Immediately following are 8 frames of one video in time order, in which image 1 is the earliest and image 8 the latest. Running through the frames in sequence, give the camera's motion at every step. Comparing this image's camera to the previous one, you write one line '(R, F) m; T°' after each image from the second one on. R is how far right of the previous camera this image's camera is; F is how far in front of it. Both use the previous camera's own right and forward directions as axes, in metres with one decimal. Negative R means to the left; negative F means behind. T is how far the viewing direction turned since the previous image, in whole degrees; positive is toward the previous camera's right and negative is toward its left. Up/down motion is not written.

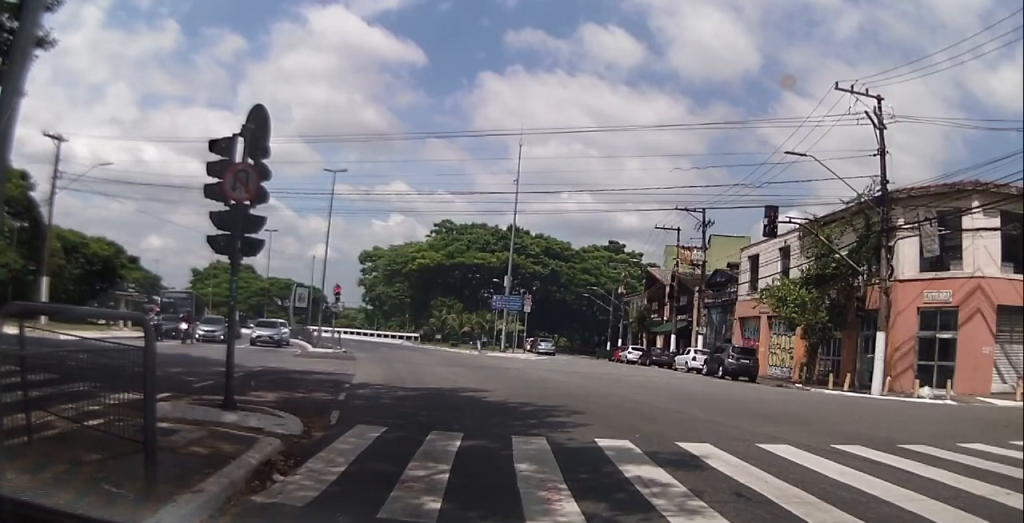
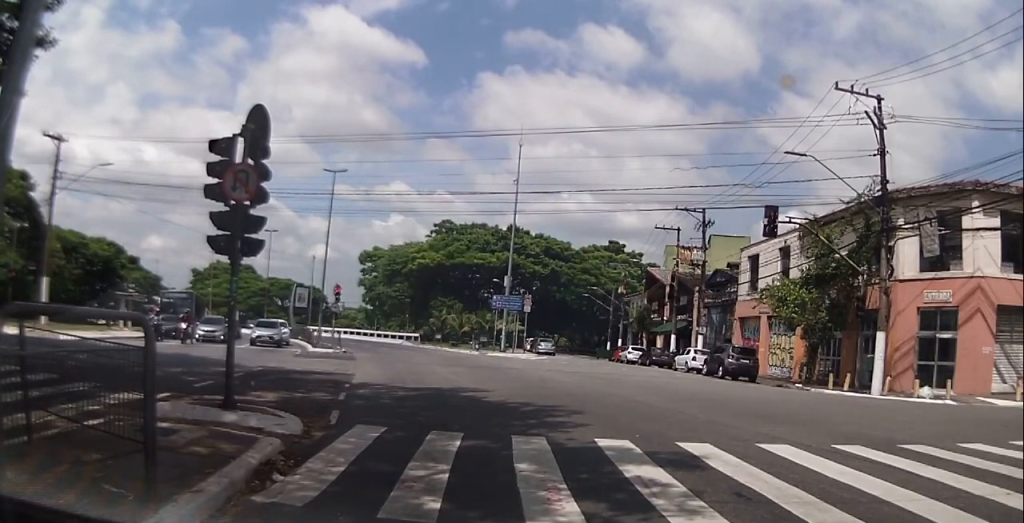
(0.0, 0.0) m; 0°
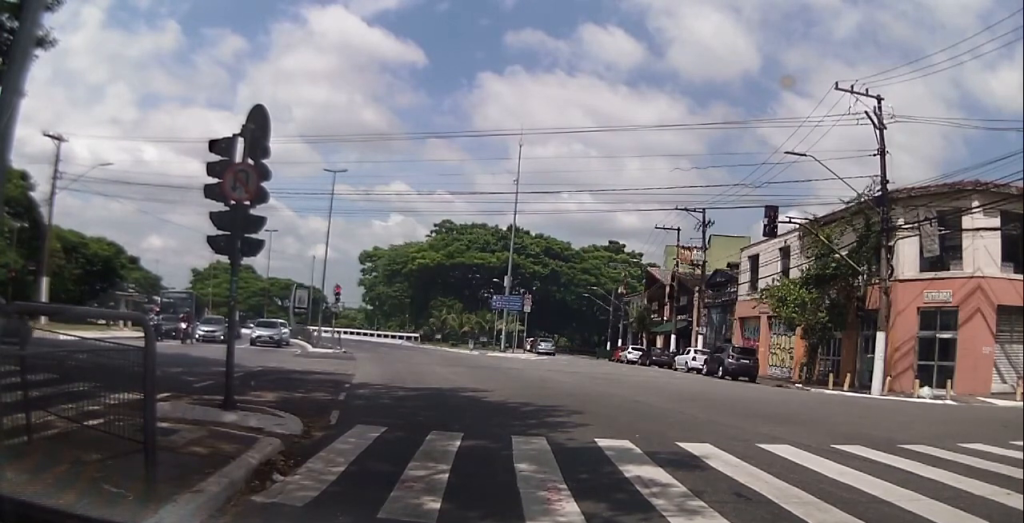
(0.0, 0.0) m; 0°
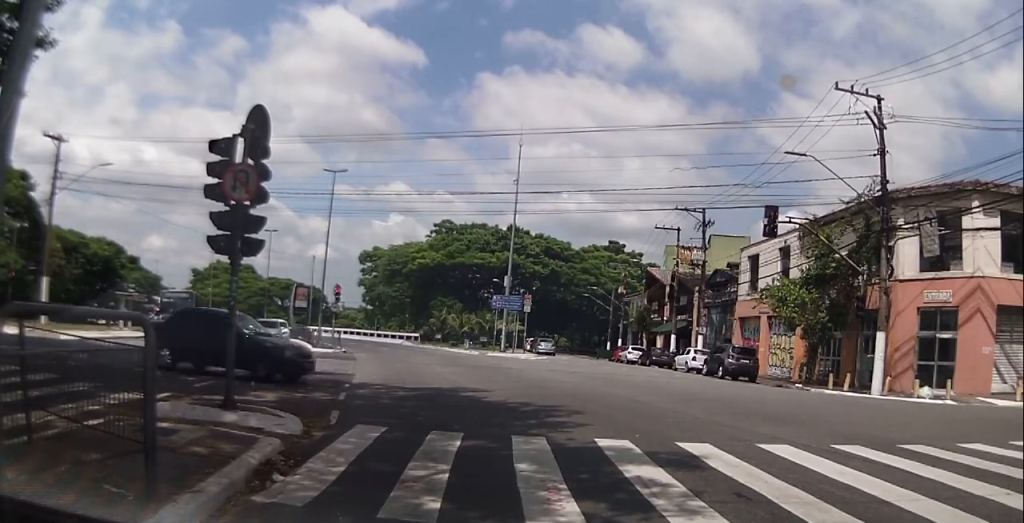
(0.0, 0.0) m; 0°
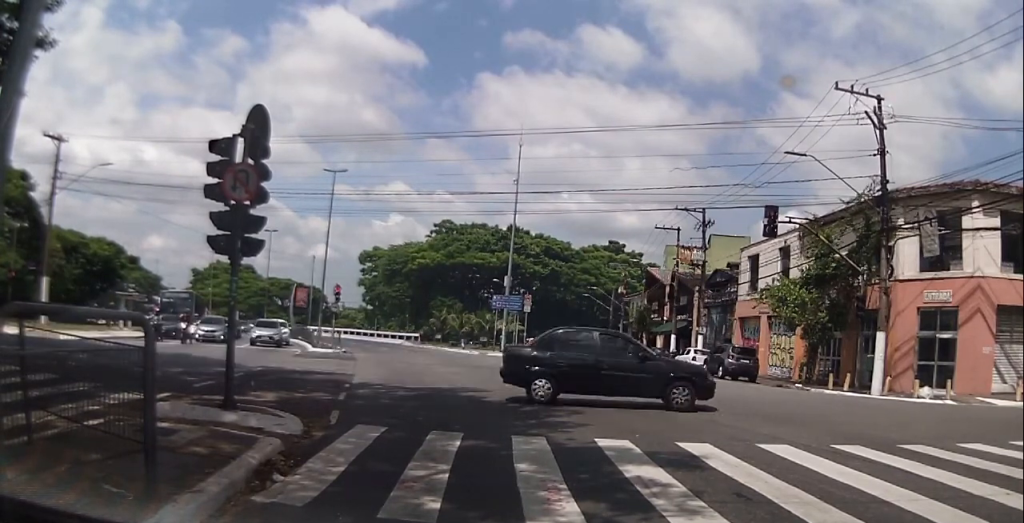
(0.0, 0.0) m; 0°
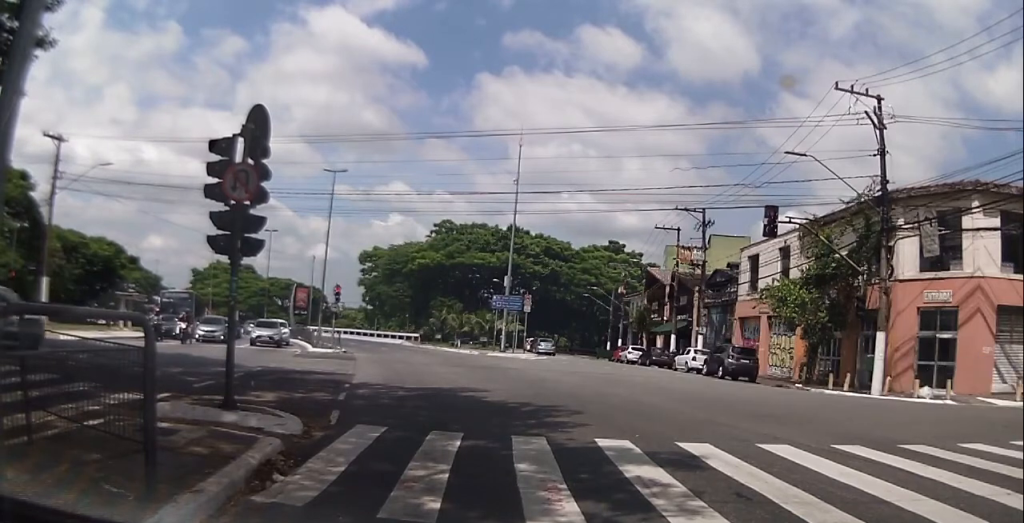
(0.0, 0.0) m; 0°
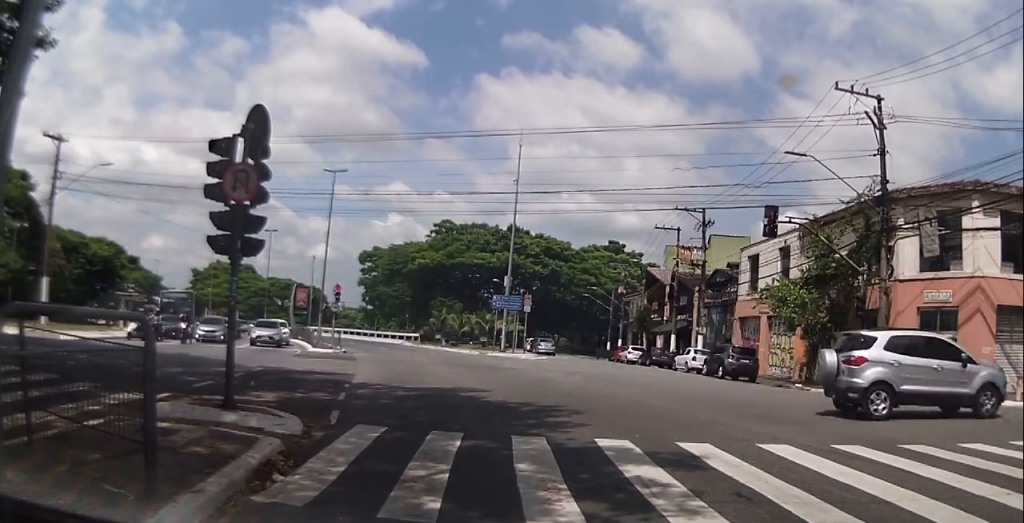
(0.0, 0.0) m; 0°
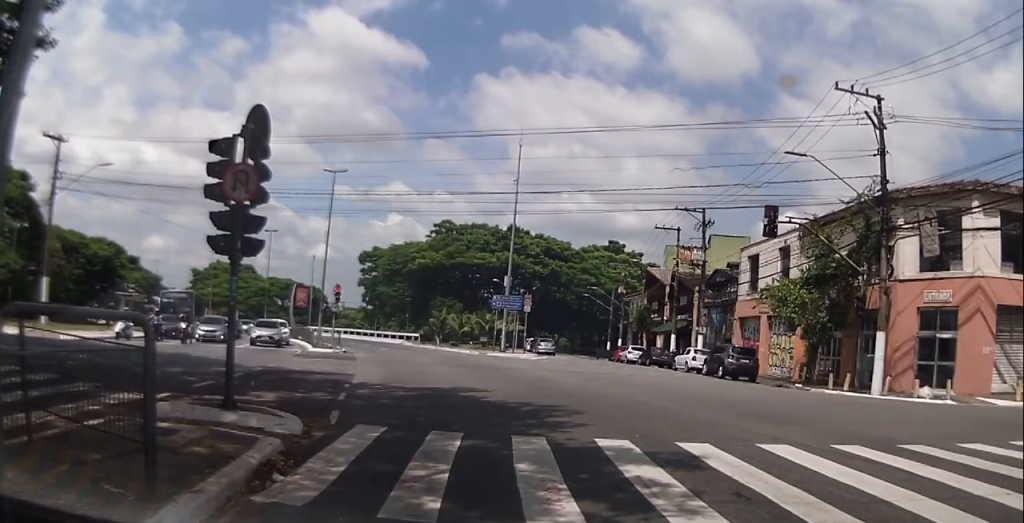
(0.0, 0.0) m; 0°
